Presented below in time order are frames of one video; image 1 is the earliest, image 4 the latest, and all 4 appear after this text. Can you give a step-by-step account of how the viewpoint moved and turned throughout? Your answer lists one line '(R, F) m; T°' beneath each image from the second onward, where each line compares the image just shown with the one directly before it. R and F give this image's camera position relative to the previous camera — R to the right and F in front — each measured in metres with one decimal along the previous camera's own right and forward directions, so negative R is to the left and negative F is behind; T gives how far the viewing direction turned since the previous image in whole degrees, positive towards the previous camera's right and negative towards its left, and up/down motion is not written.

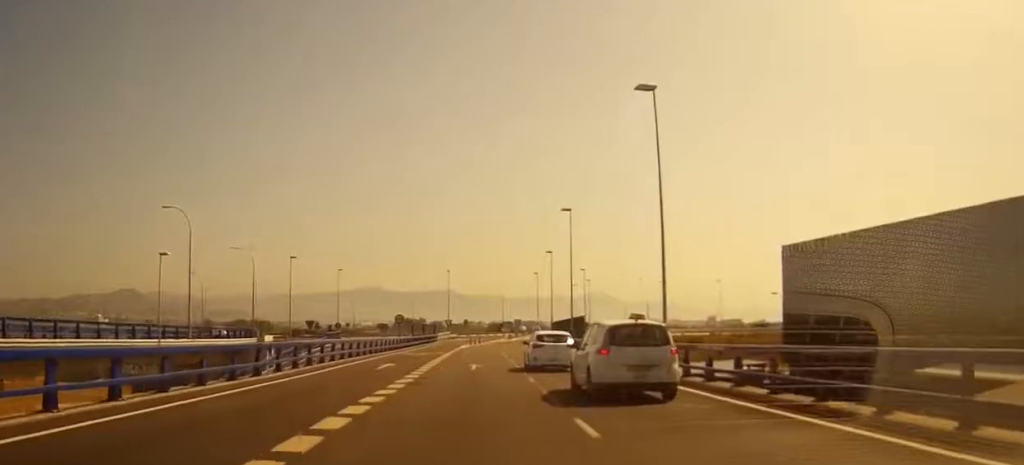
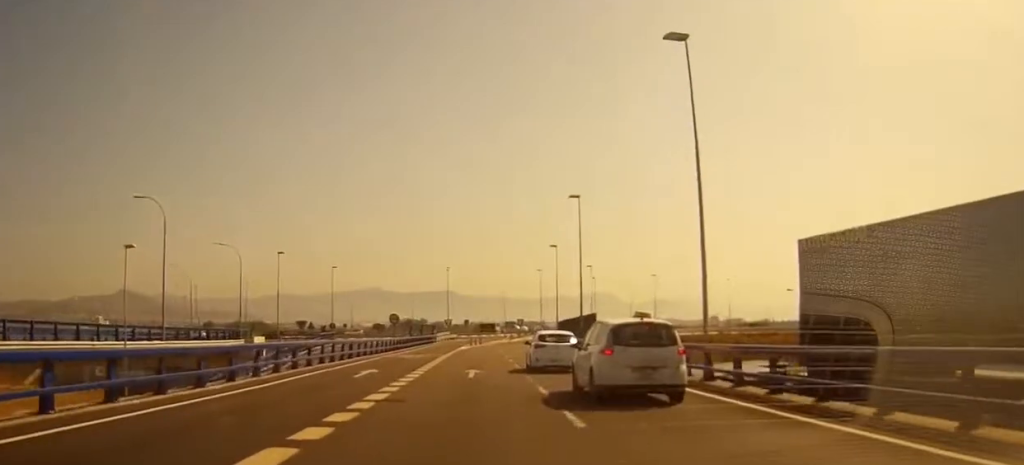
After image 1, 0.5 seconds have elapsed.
(-0.1, +5.1) m; -1°
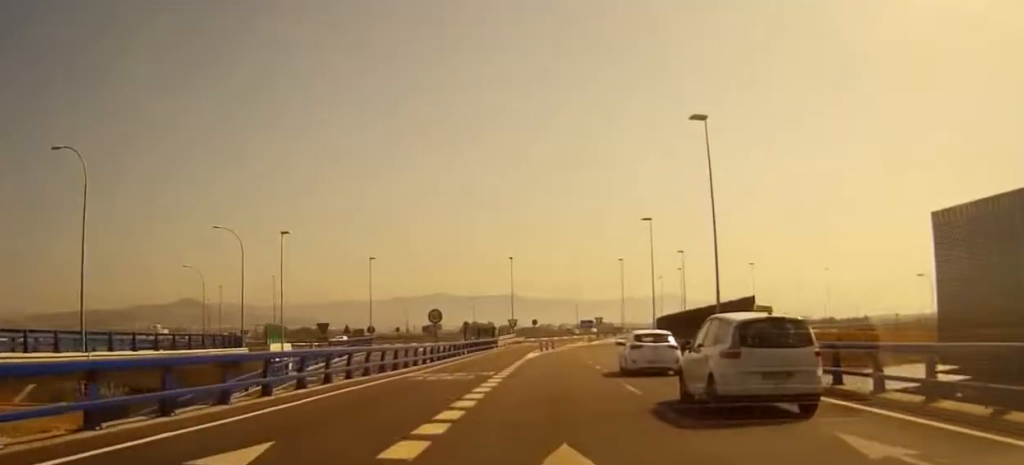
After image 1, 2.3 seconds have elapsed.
(-0.5, +19.0) m; -2°
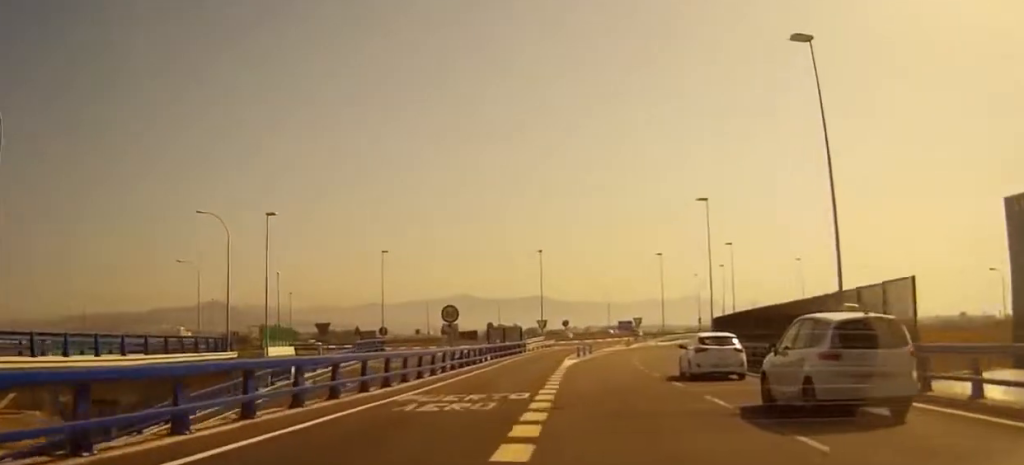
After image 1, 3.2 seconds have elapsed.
(-0.1, +9.8) m; -1°
